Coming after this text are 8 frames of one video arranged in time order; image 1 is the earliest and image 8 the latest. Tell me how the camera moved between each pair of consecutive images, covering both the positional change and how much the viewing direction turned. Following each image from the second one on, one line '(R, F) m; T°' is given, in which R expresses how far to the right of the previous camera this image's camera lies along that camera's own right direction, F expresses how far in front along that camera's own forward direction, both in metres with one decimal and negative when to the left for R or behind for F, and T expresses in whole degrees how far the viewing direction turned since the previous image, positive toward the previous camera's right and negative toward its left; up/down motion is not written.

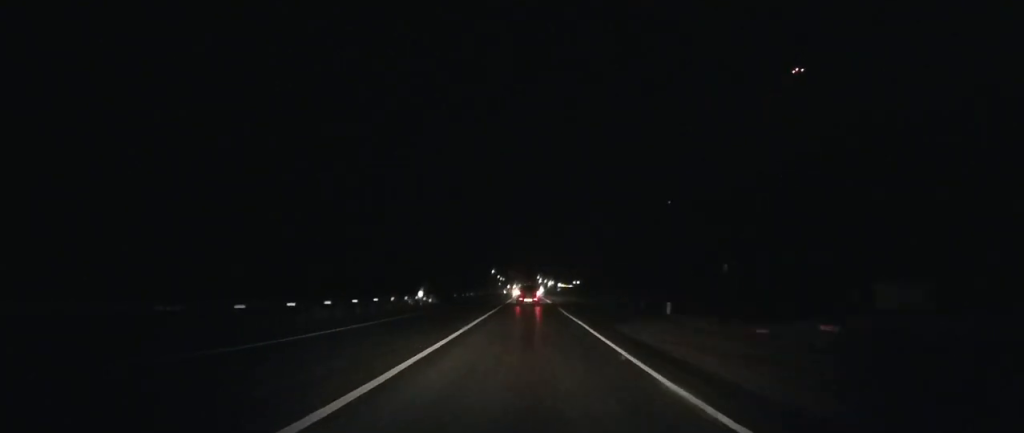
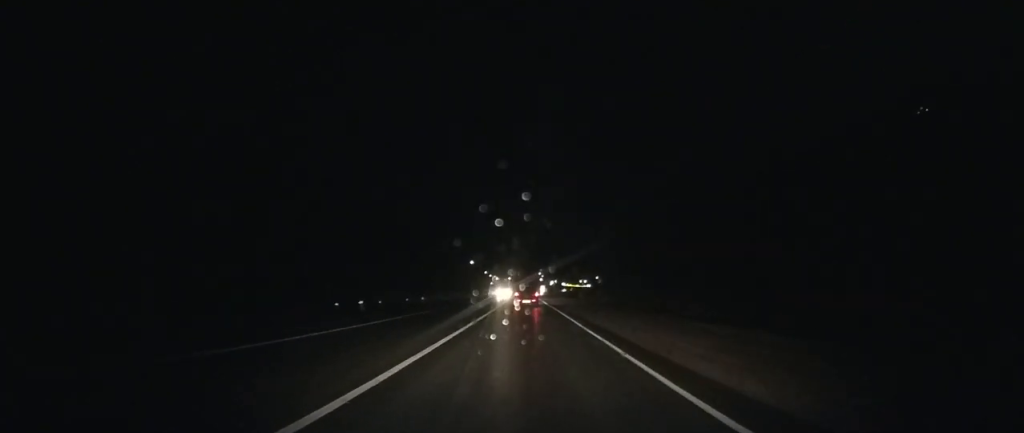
(-0.4, +77.9) m; -1°
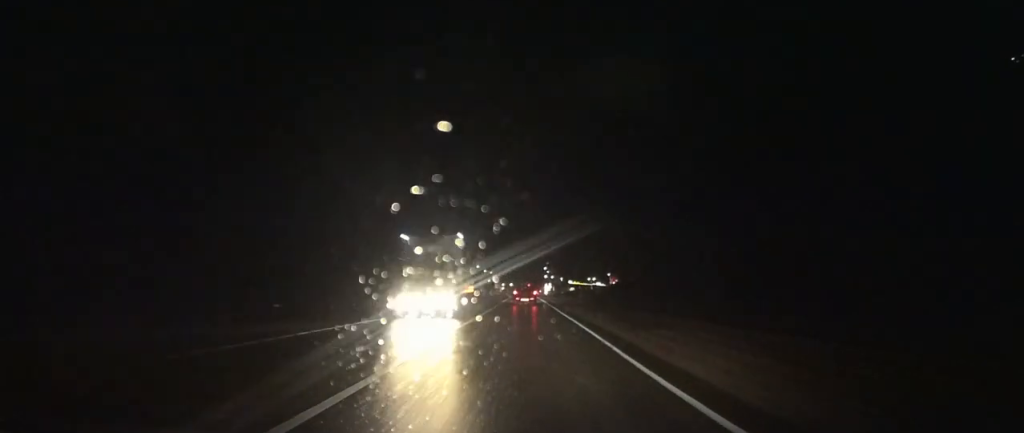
(0.0, +44.4) m; 0°
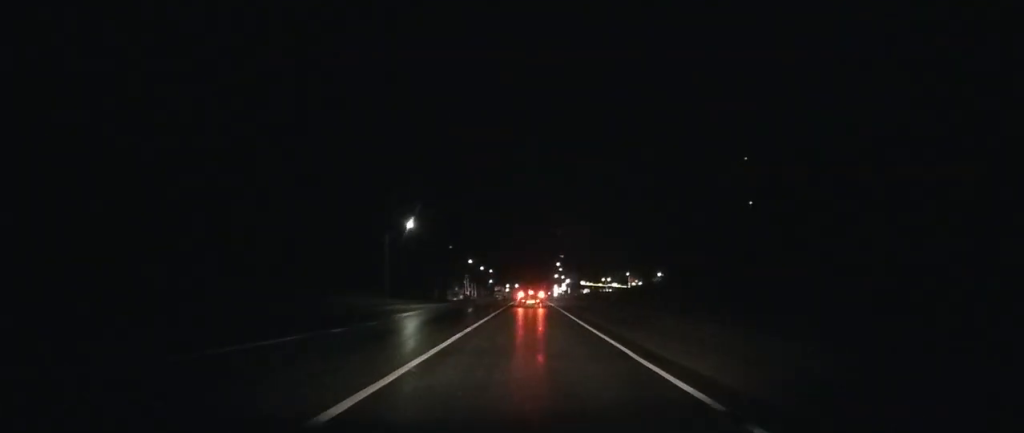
(-0.1, +40.8) m; 0°
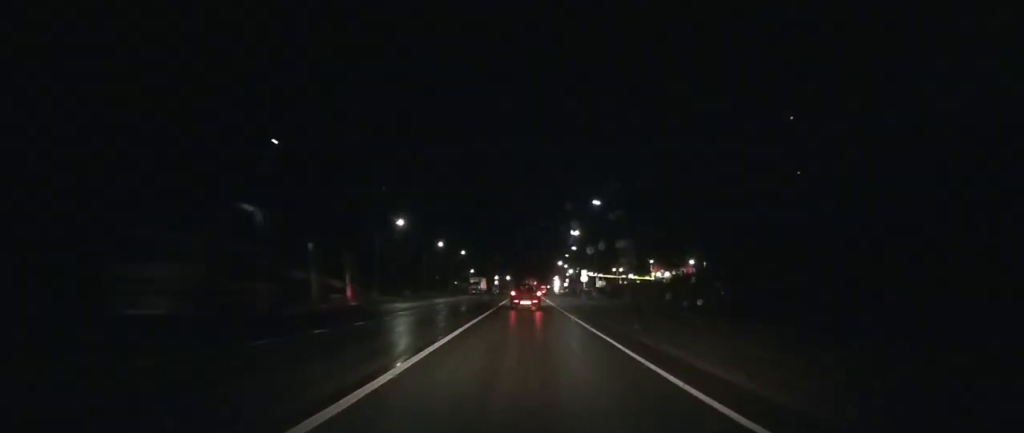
(-0.1, +65.8) m; -1°
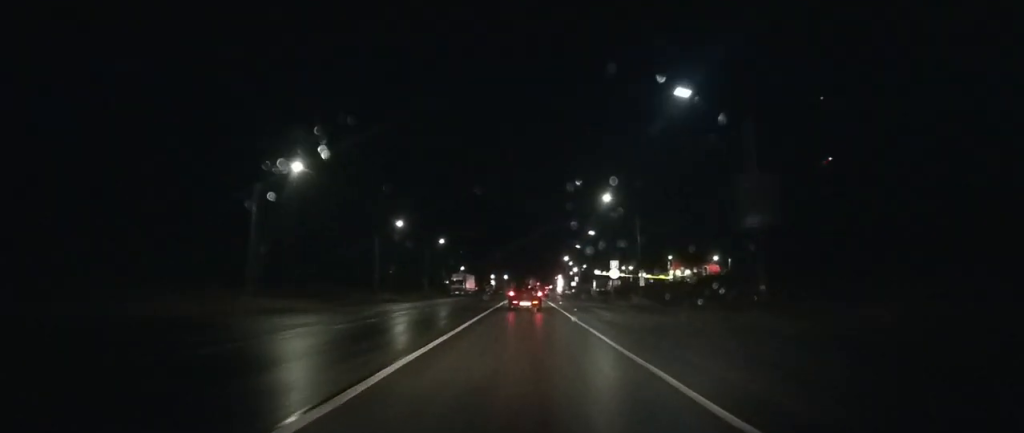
(-0.2, +30.7) m; 0°
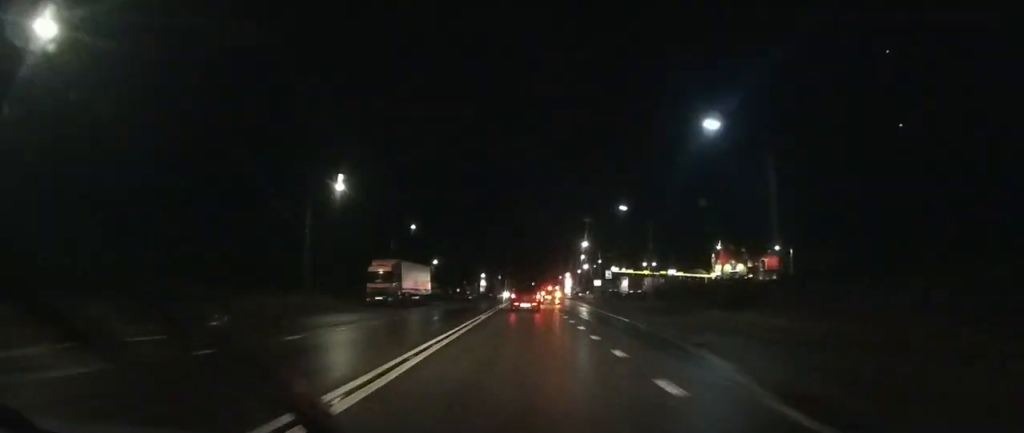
(-0.2, +53.6) m; 0°
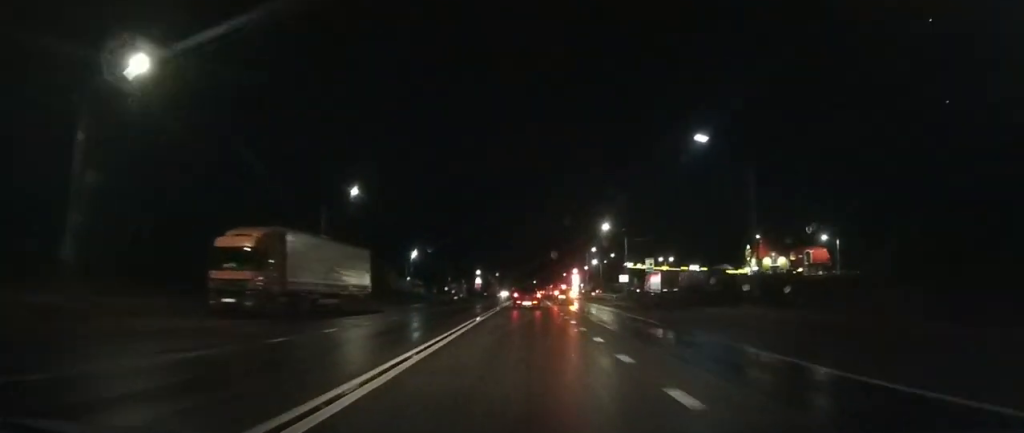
(+0.1, +25.3) m; +1°
